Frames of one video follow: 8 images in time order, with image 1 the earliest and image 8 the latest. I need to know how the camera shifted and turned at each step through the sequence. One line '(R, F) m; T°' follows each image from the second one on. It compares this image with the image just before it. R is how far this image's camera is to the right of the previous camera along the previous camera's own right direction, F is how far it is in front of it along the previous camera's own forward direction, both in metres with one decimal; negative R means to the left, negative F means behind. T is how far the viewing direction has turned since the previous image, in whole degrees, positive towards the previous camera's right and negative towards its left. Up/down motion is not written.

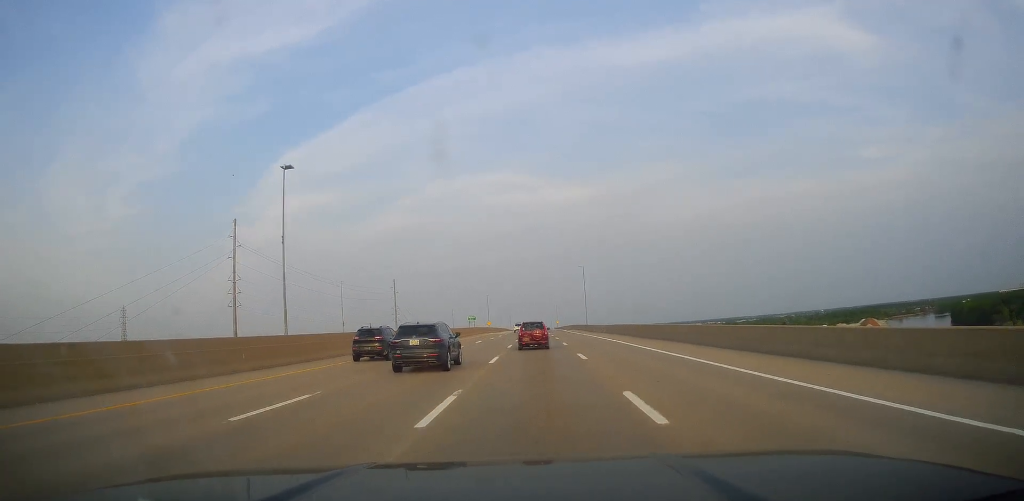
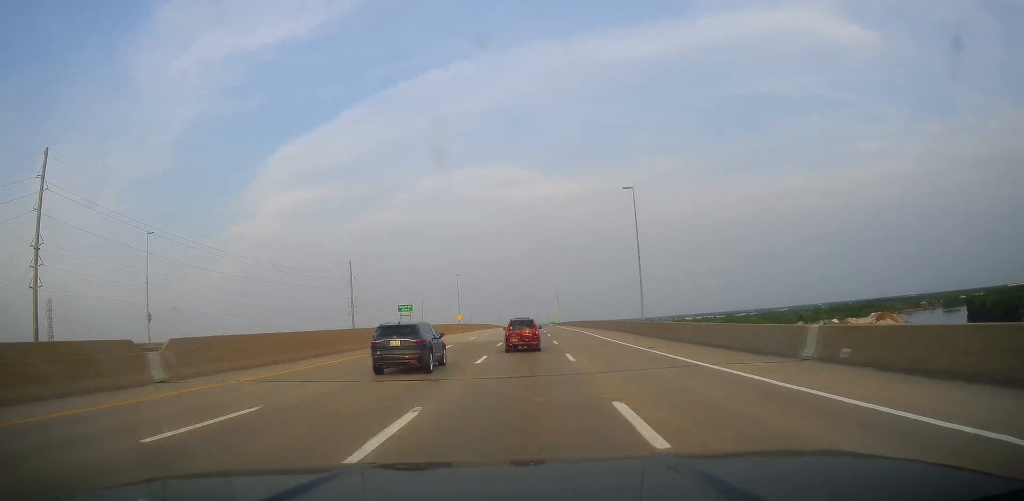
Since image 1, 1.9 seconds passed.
(-0.5, +61.9) m; 0°
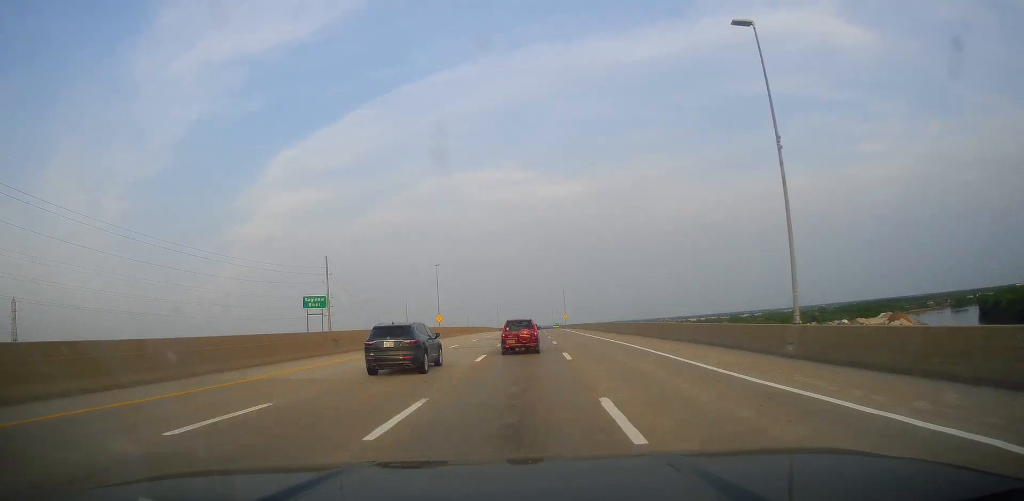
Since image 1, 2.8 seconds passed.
(+0.2, +29.0) m; +1°
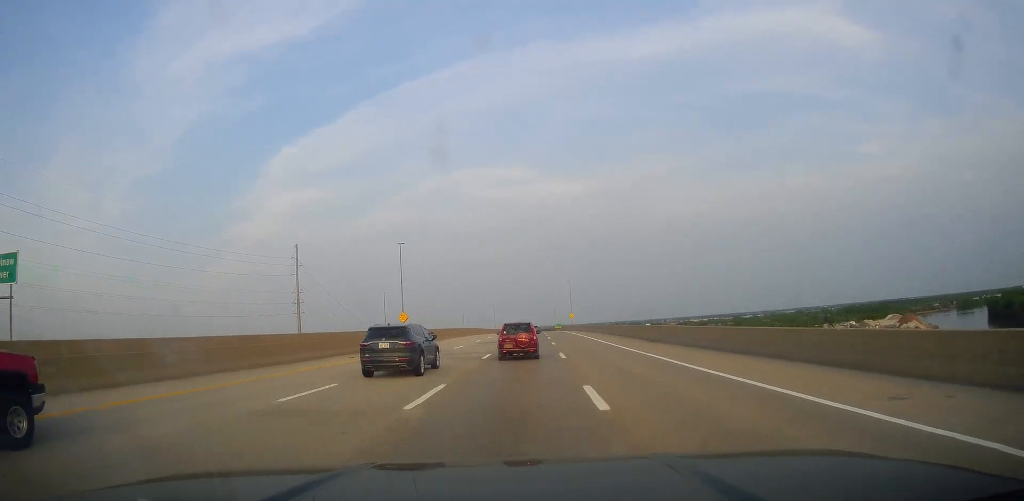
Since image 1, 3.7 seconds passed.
(+0.3, +26.9) m; 0°
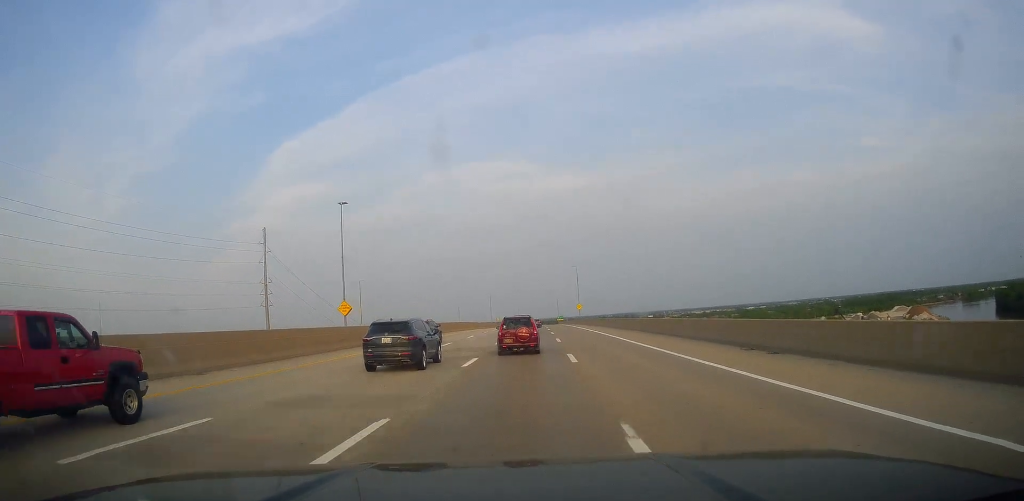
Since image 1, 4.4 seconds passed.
(+0.1, +22.4) m; -1°
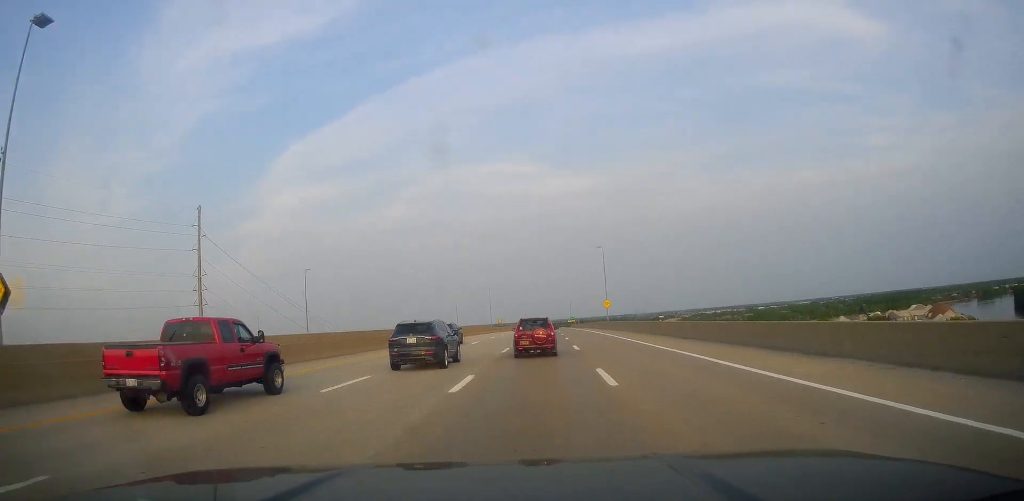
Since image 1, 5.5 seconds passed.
(-0.6, +36.6) m; 0°
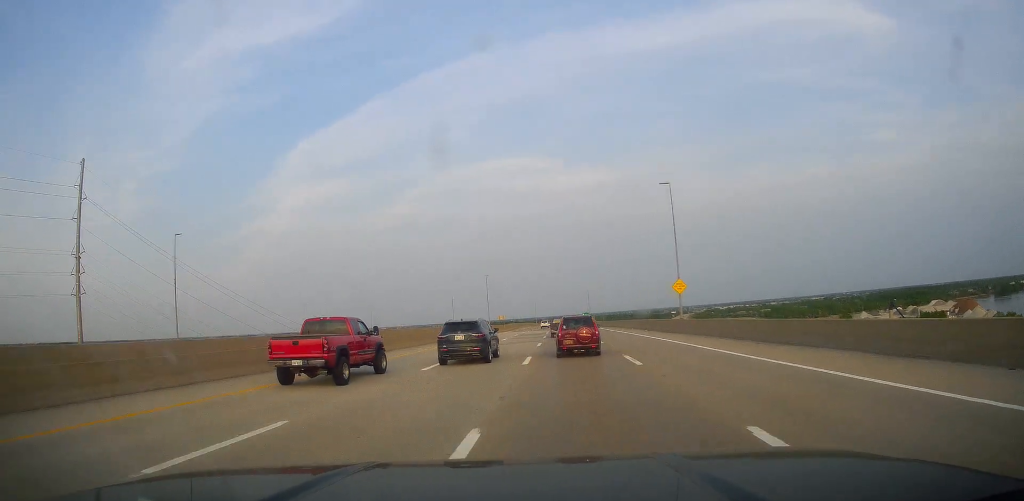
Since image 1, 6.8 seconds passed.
(+0.4, +40.1) m; 0°
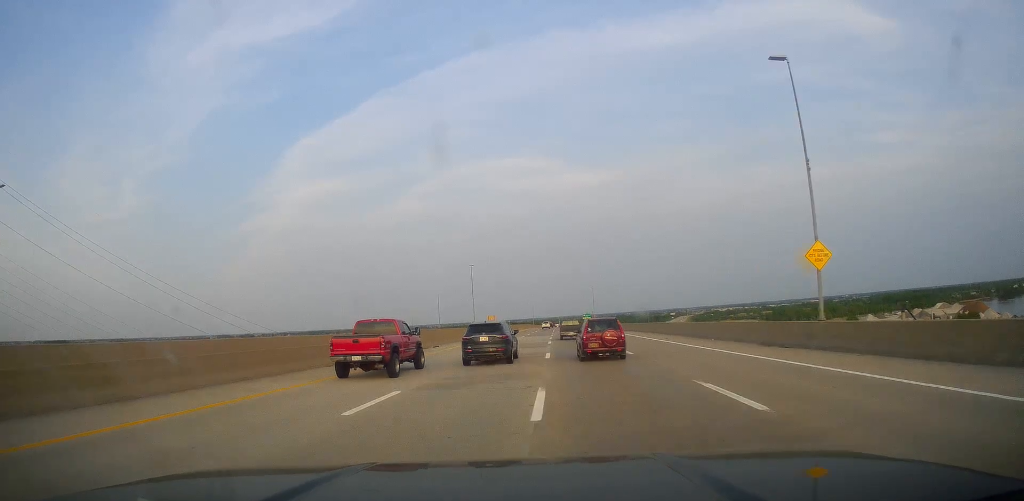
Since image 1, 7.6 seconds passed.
(-0.2, +24.6) m; -1°
